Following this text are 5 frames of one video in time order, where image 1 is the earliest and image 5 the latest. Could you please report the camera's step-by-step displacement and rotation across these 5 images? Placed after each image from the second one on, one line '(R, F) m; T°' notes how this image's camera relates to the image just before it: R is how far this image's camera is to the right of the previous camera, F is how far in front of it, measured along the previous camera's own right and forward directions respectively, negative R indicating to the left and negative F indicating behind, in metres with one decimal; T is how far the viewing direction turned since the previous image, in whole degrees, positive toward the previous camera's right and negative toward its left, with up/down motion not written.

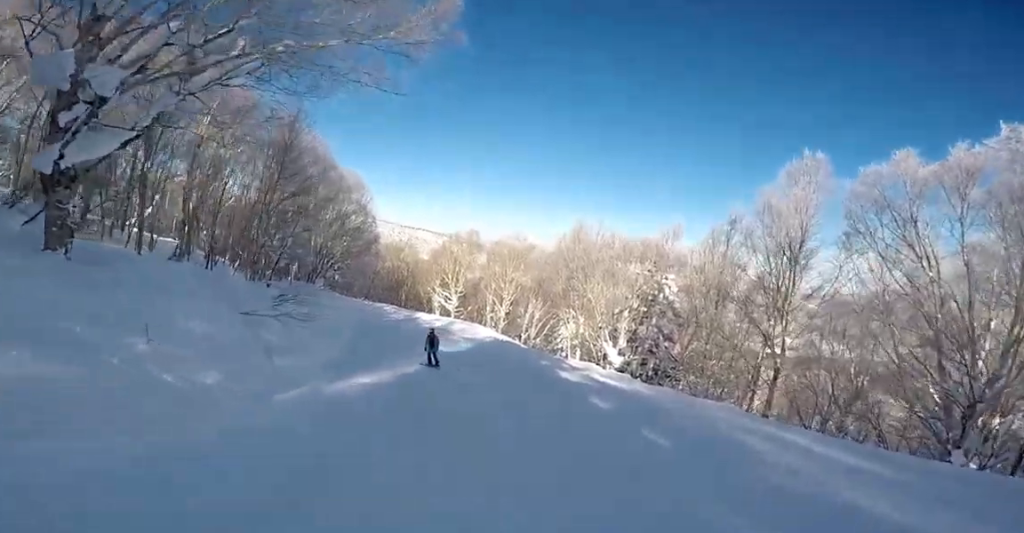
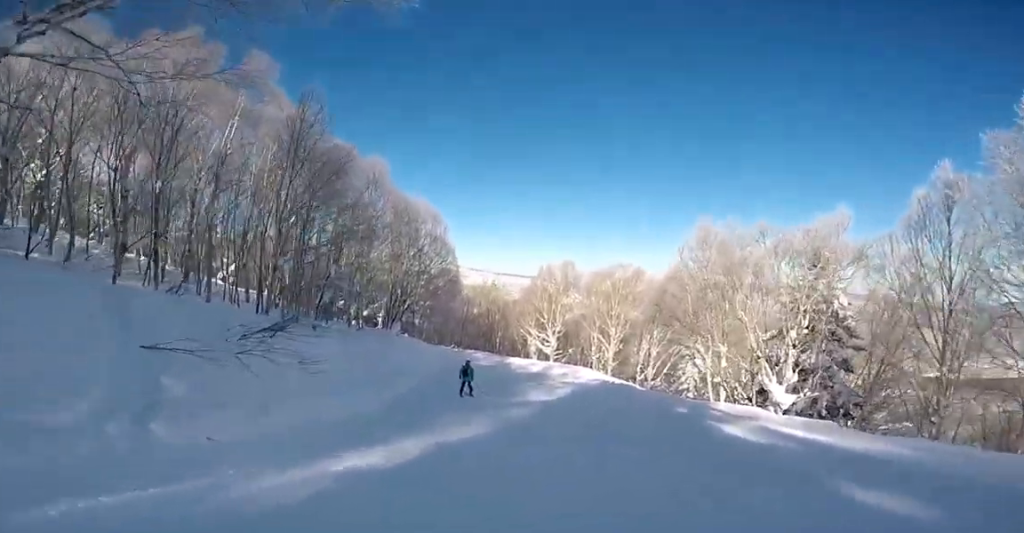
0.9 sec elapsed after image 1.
(-1.1, +6.0) m; -4°
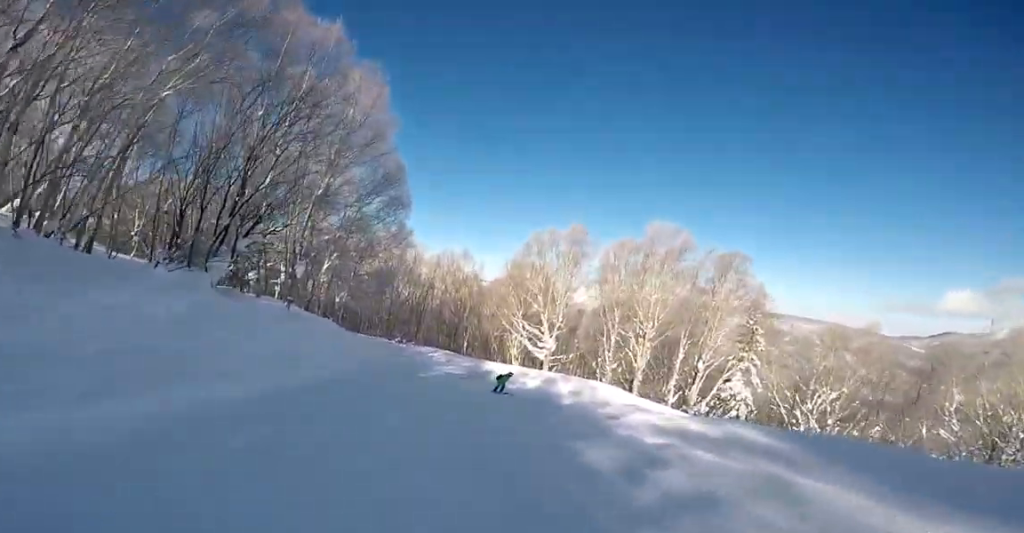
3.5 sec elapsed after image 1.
(+0.9, +19.7) m; 0°
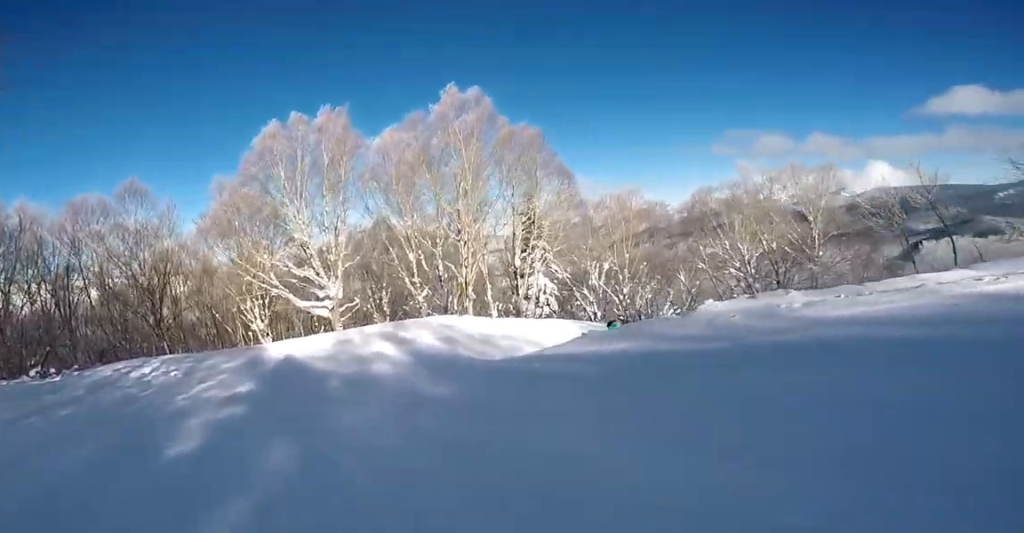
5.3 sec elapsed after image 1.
(+3.4, +13.2) m; +48°
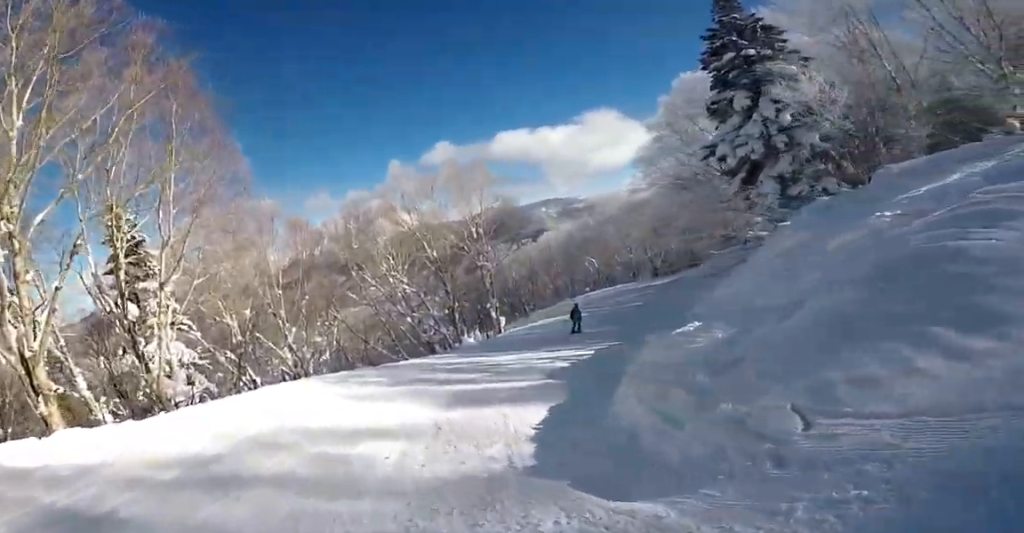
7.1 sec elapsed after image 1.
(+7.1, +9.2) m; +71°
